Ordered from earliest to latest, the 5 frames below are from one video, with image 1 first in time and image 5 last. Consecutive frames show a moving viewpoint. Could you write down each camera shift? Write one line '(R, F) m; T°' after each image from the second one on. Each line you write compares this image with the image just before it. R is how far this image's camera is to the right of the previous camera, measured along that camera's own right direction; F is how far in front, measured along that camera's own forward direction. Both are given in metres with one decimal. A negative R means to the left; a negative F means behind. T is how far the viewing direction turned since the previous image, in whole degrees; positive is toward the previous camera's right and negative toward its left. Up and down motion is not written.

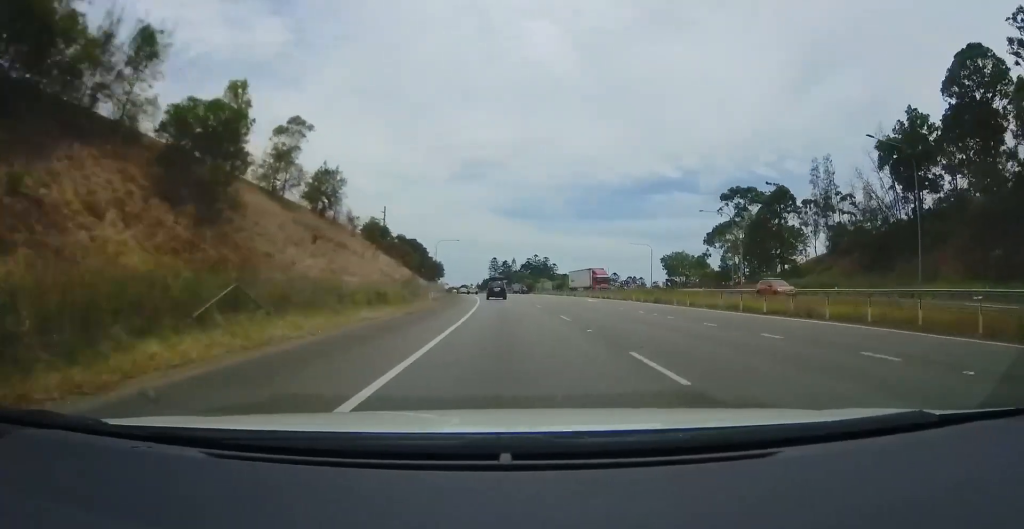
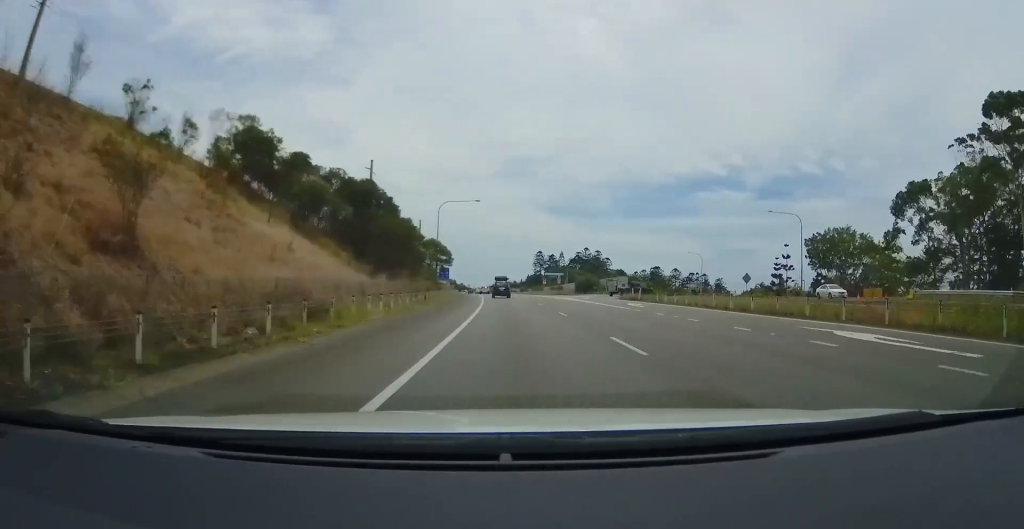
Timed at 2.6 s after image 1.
(-1.7, +56.5) m; -5°
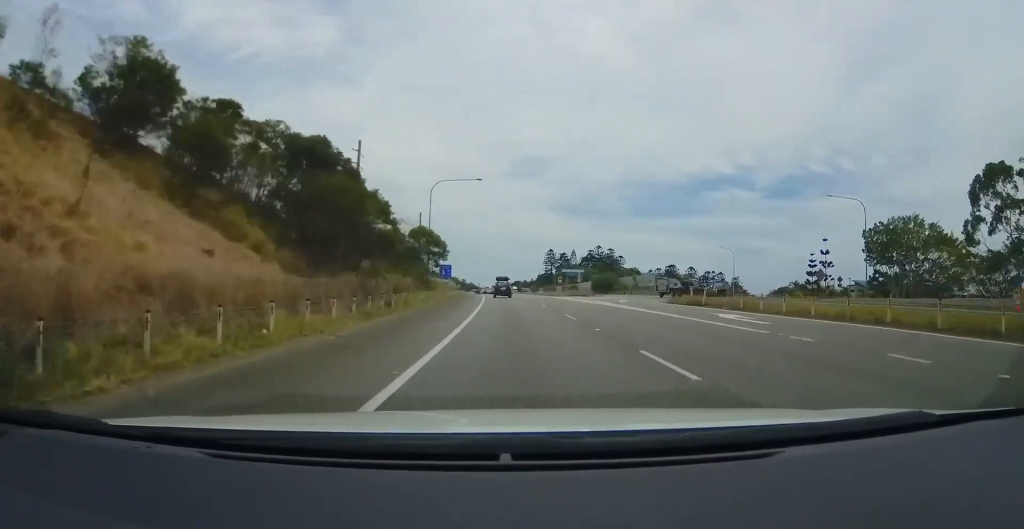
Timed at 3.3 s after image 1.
(-0.2, +14.9) m; -1°
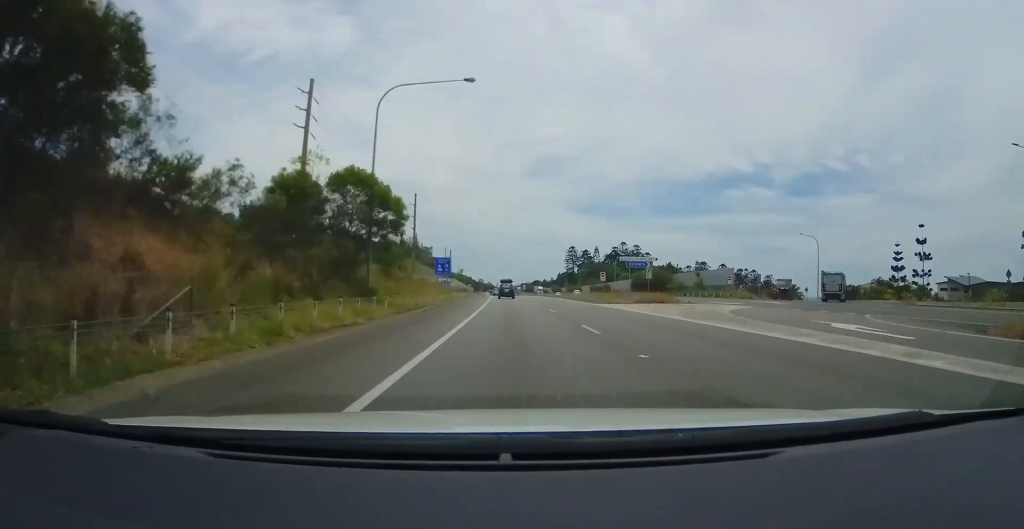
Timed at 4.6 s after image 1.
(-0.5, +28.8) m; -2°
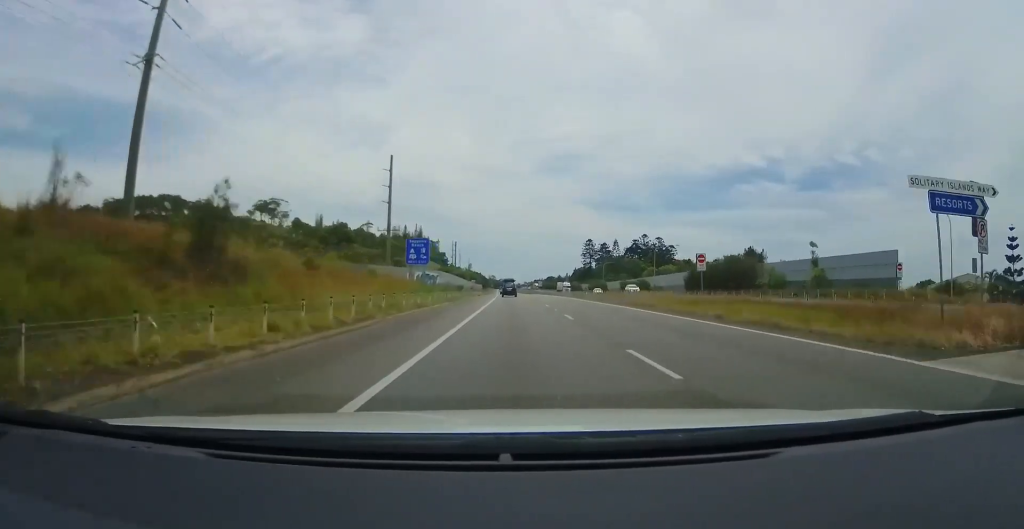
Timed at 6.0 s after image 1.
(-0.8, +30.6) m; -3°
